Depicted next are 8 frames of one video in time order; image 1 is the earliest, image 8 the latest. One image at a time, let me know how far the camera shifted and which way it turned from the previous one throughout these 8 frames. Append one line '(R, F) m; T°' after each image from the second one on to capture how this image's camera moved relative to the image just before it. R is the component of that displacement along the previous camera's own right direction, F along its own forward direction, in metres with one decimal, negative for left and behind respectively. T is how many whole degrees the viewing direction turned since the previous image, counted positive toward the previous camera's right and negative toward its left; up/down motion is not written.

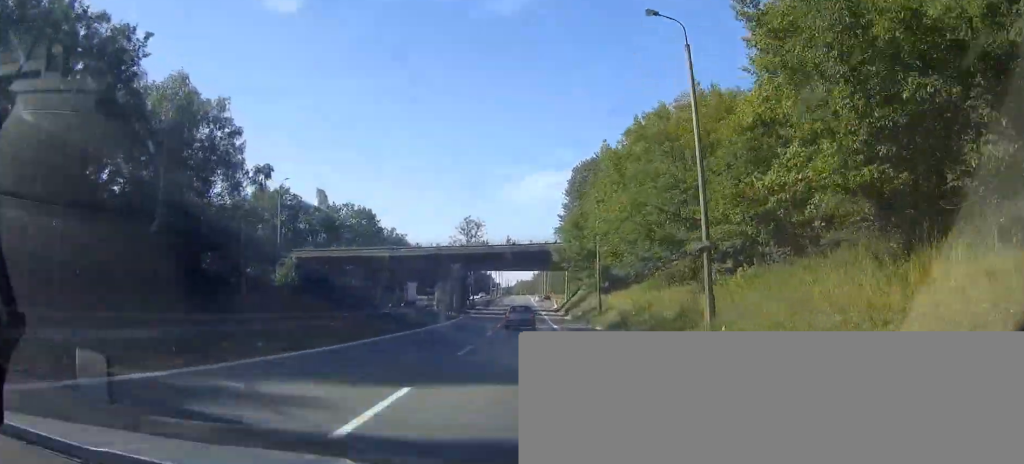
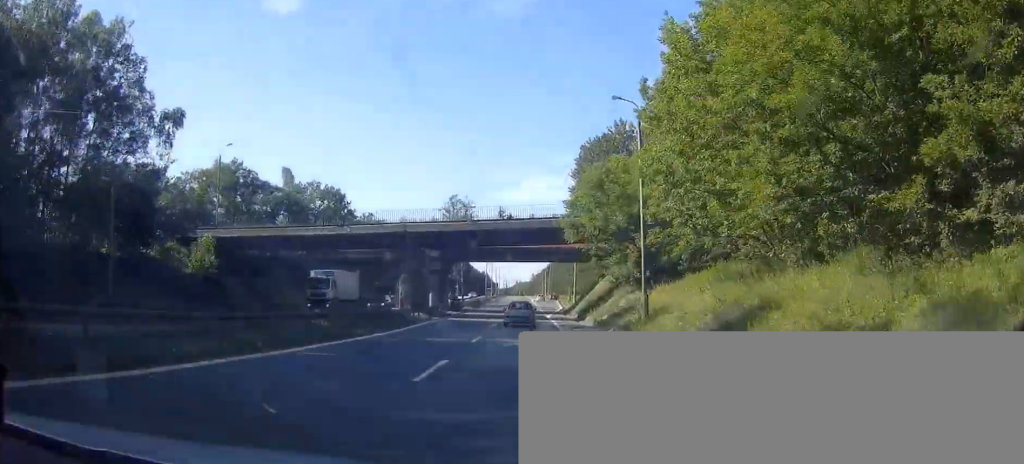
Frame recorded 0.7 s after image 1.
(0.0, +19.3) m; 0°
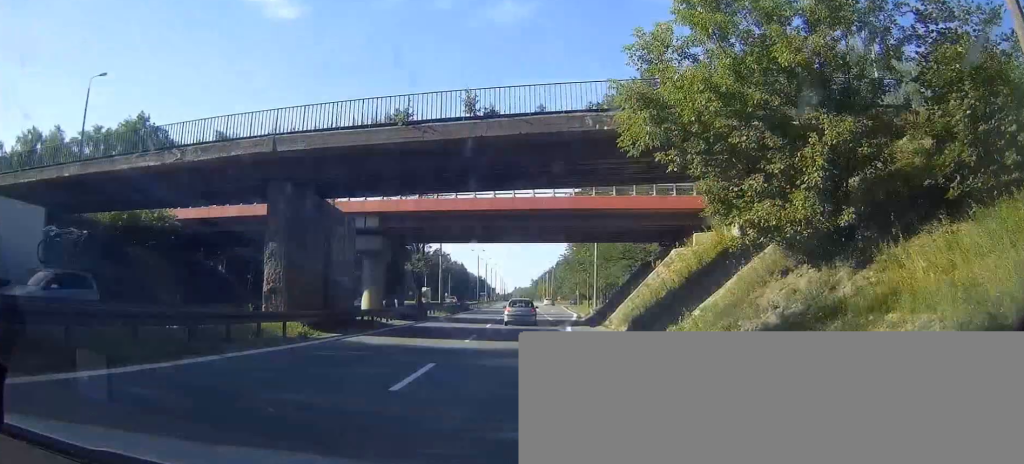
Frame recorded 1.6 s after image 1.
(0.0, +26.0) m; 0°
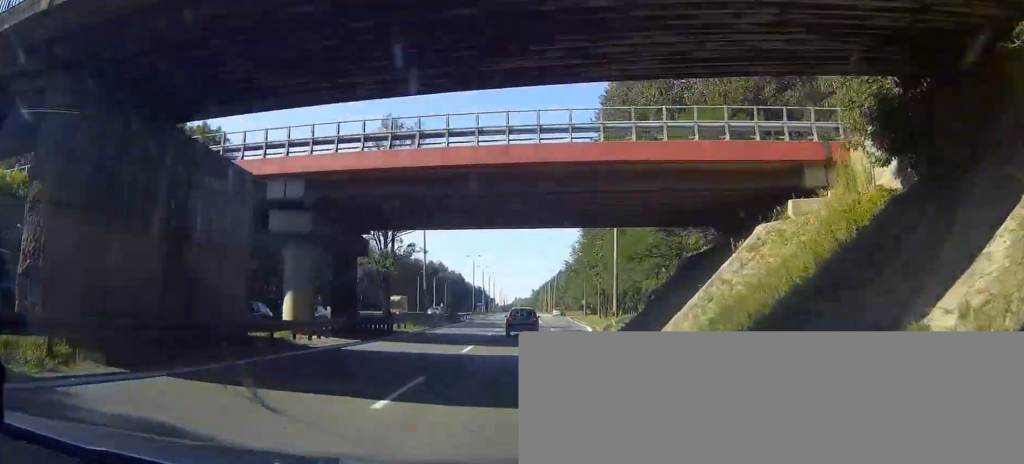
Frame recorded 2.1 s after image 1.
(0.0, +13.1) m; 0°
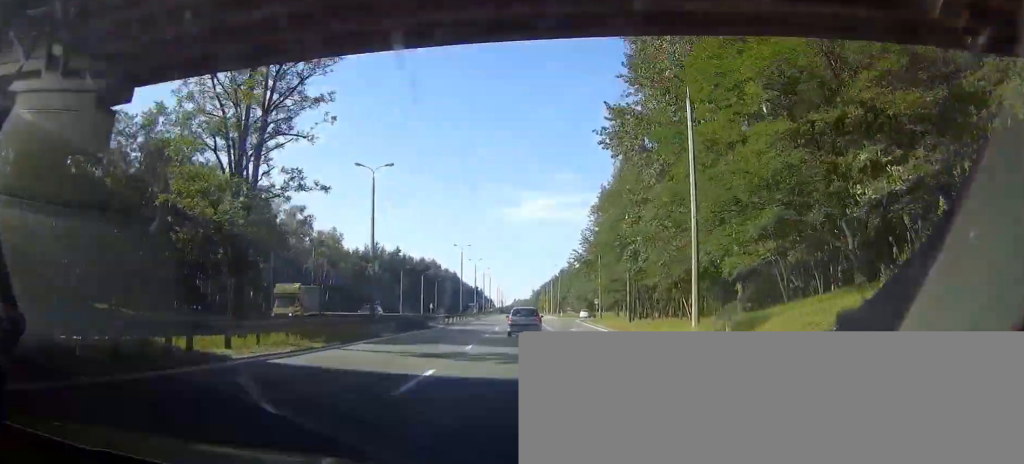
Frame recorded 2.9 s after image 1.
(0.0, +22.7) m; 0°
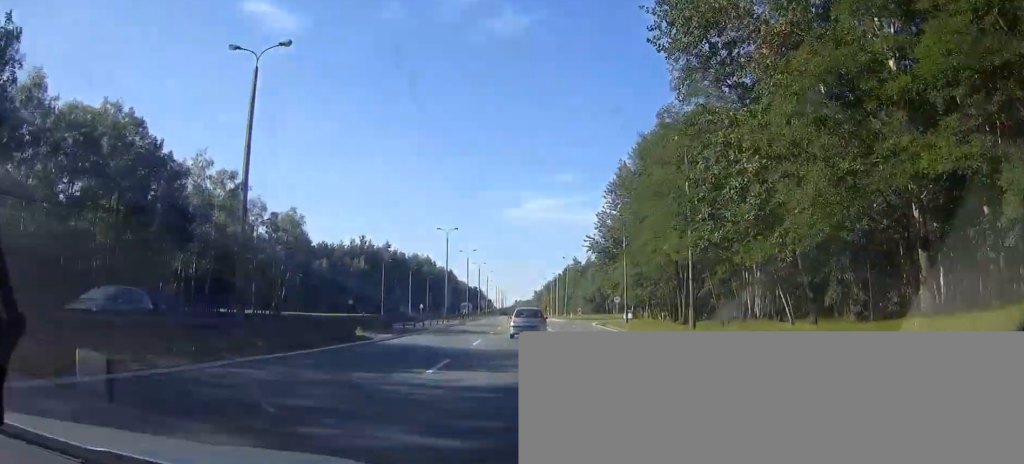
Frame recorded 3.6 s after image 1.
(-0.1, +21.0) m; 0°
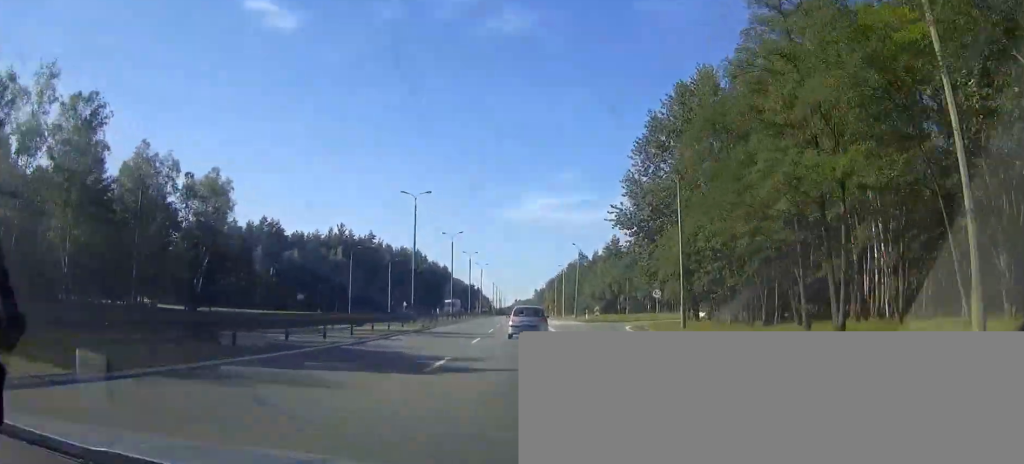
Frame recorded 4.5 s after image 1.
(0.0, +24.0) m; 0°
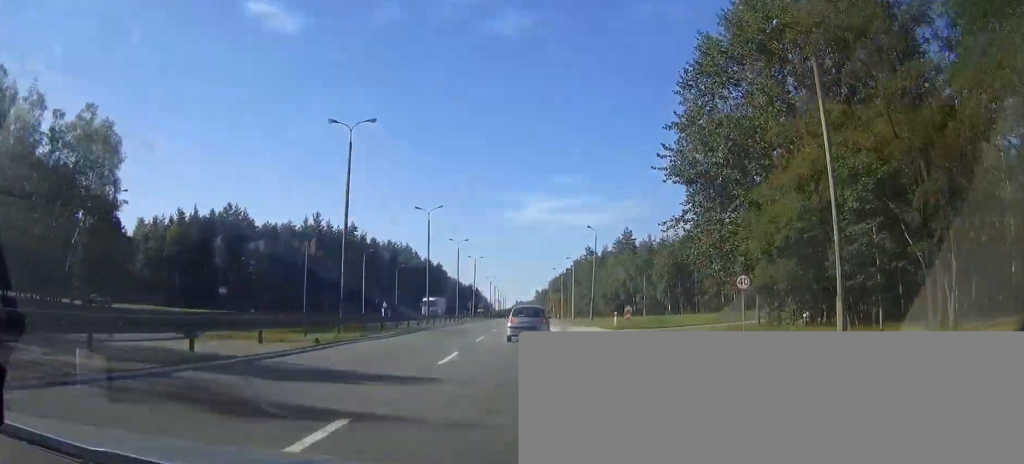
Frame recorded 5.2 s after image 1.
(0.0, +22.3) m; 0°
